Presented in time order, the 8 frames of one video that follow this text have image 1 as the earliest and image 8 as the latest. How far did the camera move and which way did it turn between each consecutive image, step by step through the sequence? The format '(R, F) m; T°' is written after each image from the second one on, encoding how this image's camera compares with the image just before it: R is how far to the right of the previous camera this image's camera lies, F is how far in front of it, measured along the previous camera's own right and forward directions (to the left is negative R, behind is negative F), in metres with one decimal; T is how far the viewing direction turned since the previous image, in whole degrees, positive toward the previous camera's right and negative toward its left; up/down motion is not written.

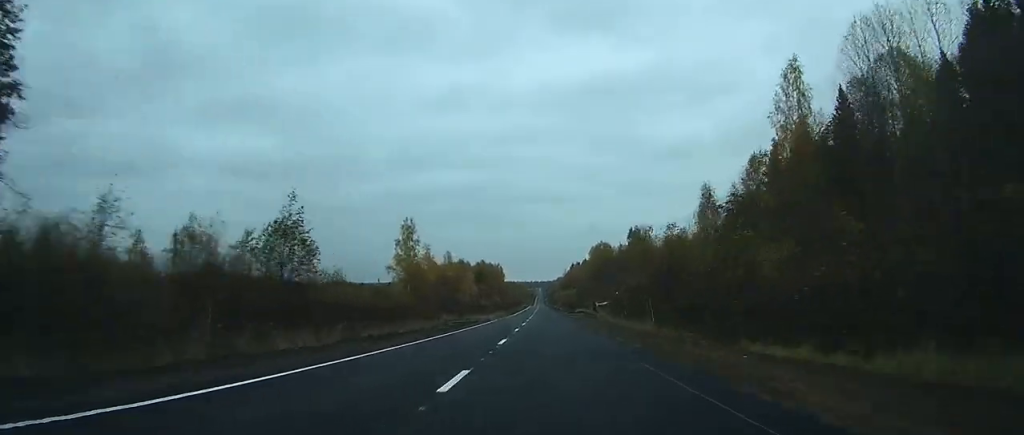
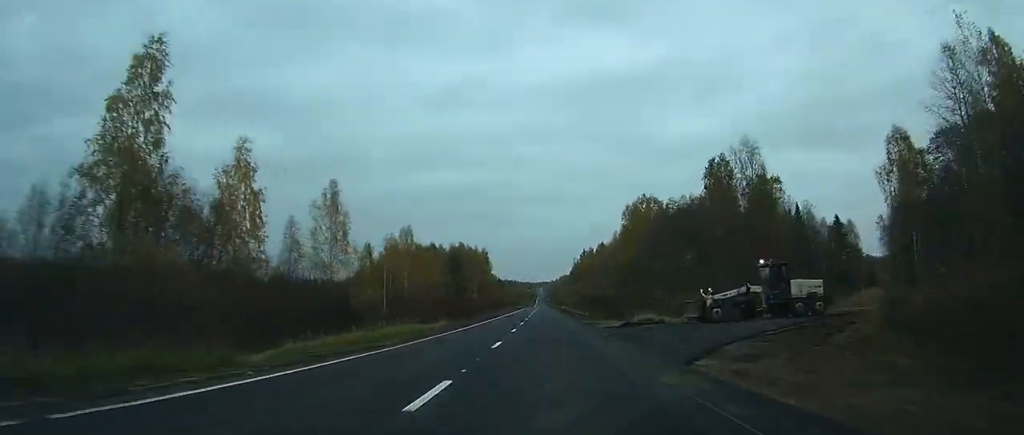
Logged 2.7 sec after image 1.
(+0.1, +74.7) m; -1°
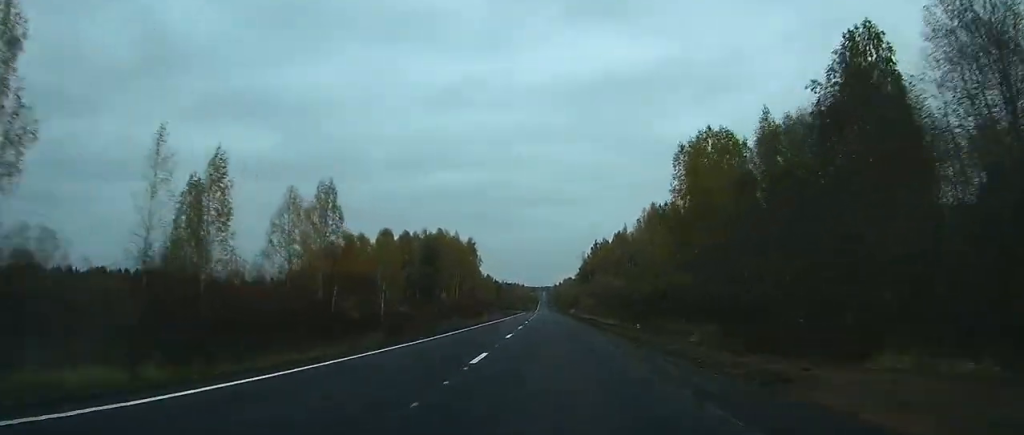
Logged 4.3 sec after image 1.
(-0.3, +43.5) m; 0°
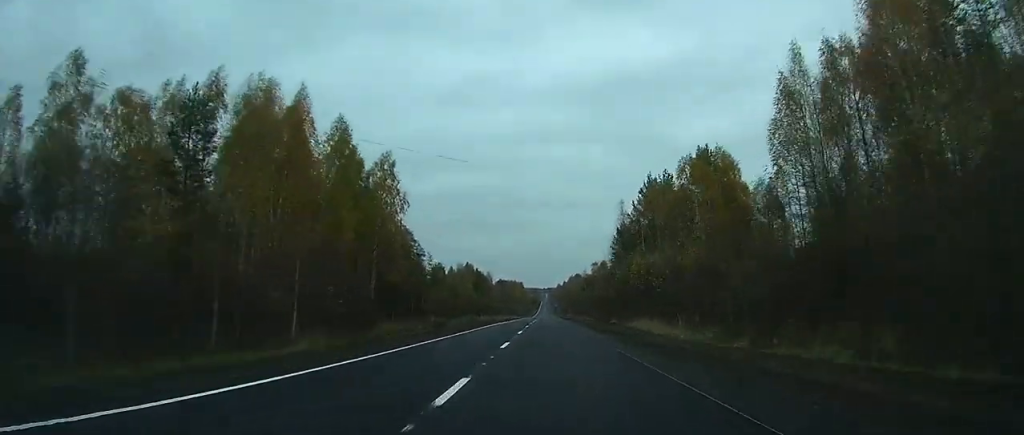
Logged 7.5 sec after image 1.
(-0.1, +90.6) m; 0°
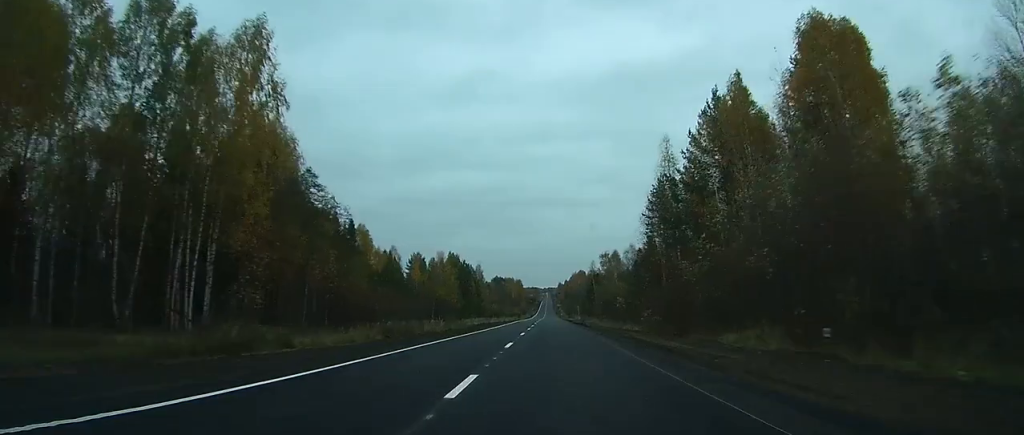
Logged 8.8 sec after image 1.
(+0.1, +34.0) m; 0°
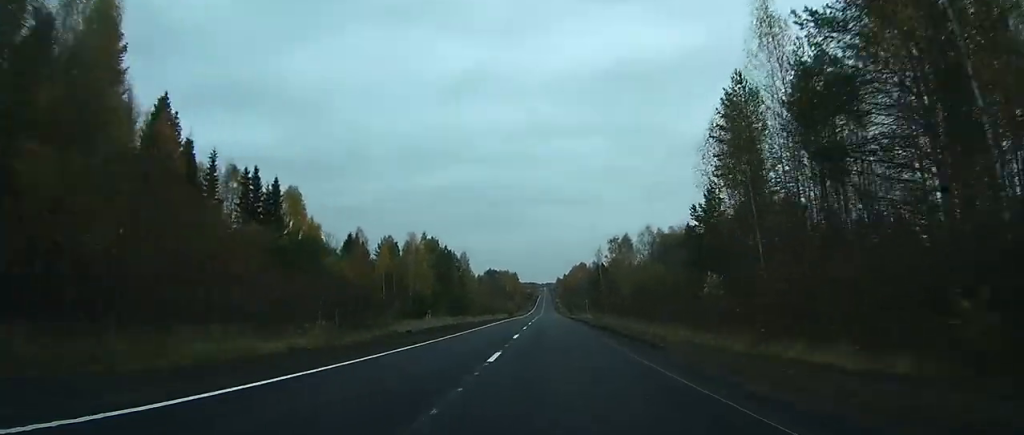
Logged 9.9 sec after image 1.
(+0.1, +28.9) m; 0°
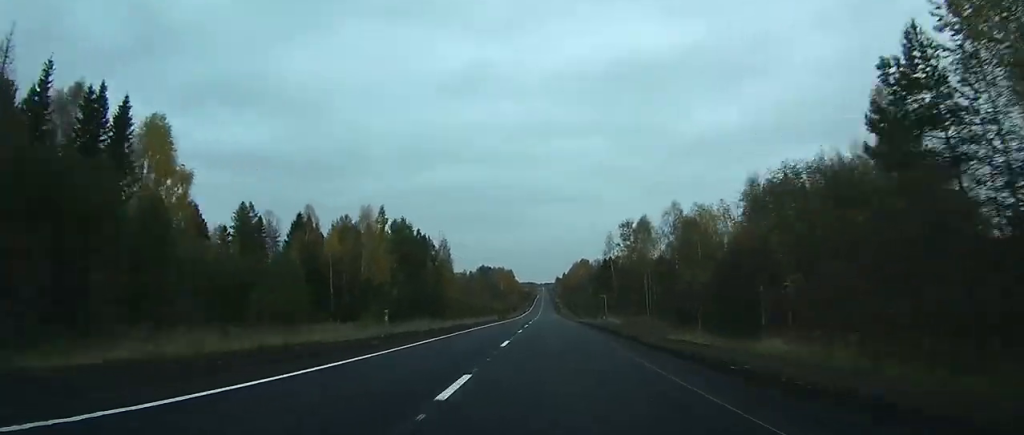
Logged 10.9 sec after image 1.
(+0.1, +29.0) m; 0°
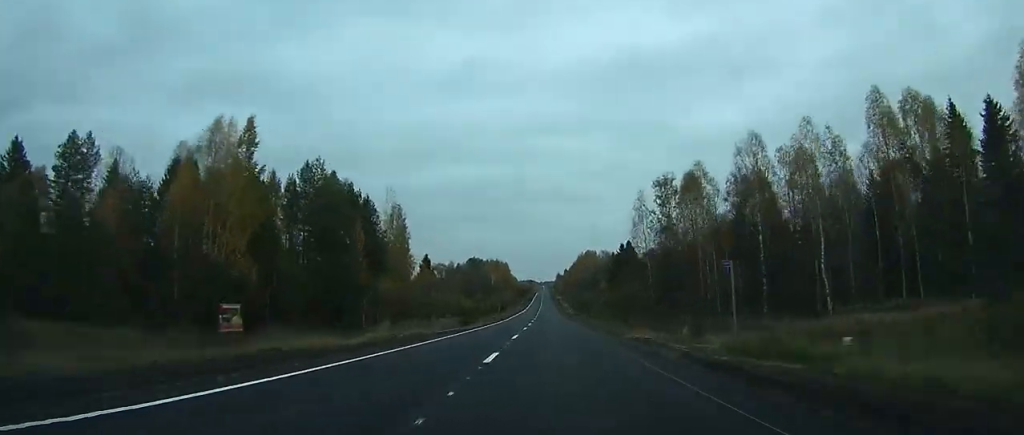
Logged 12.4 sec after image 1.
(0.0, +43.4) m; 0°
